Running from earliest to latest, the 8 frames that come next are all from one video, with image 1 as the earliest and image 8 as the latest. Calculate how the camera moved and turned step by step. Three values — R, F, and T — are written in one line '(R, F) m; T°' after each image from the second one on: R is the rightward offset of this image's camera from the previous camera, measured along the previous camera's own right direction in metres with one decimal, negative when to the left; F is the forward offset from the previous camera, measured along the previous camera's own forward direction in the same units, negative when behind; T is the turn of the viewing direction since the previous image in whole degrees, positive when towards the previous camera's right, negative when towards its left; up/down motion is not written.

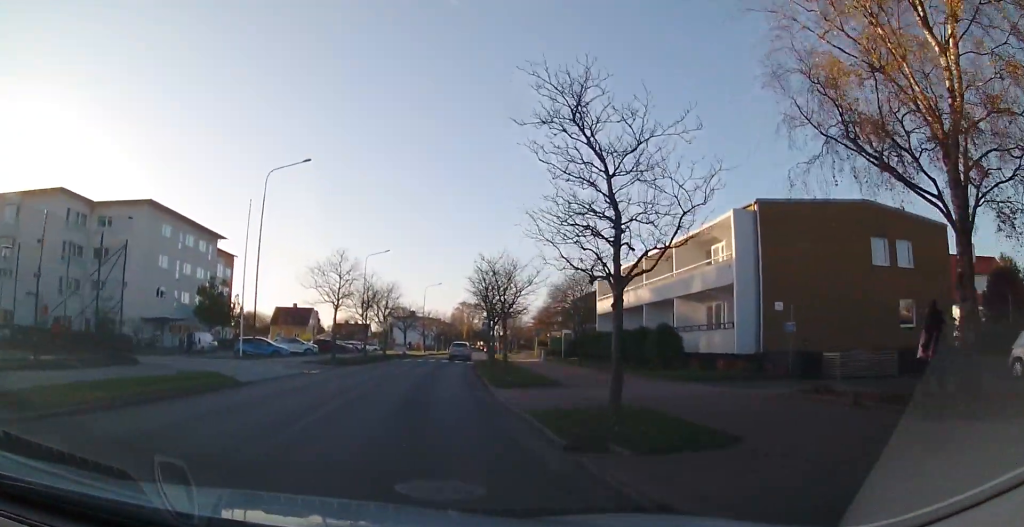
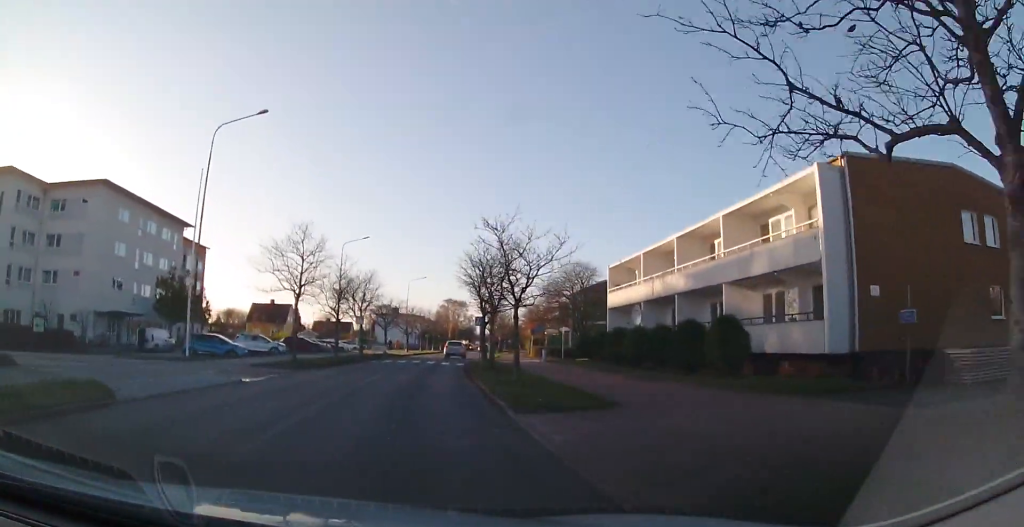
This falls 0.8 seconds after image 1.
(+0.7, +6.8) m; +11°
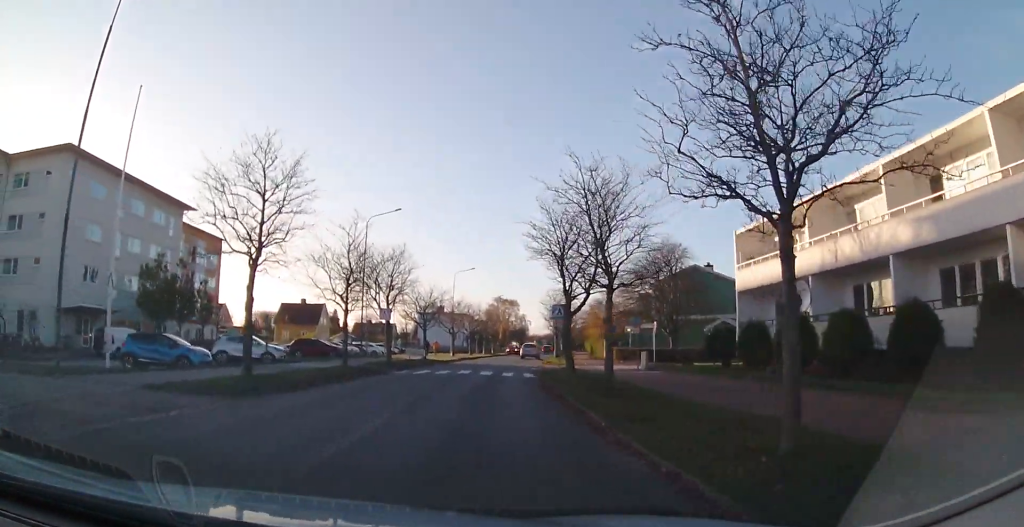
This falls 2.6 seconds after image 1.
(+1.1, +15.4) m; -7°
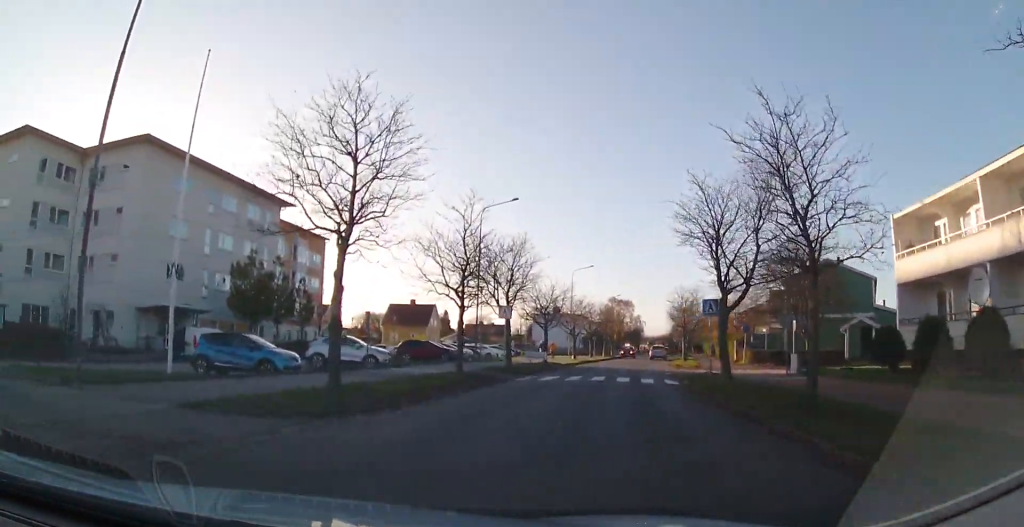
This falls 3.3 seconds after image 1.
(-0.6, +6.0) m; -10°
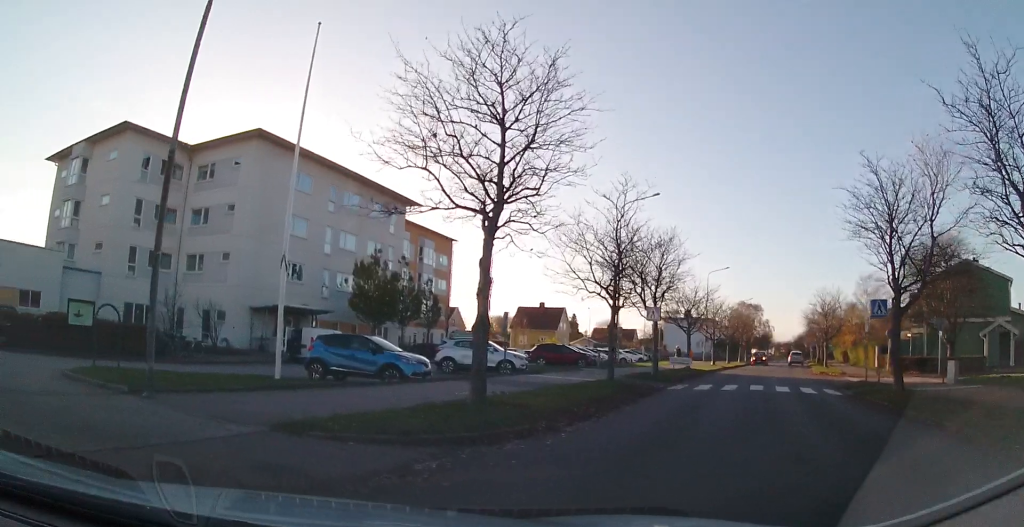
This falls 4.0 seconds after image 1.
(-0.4, +4.3) m; -9°
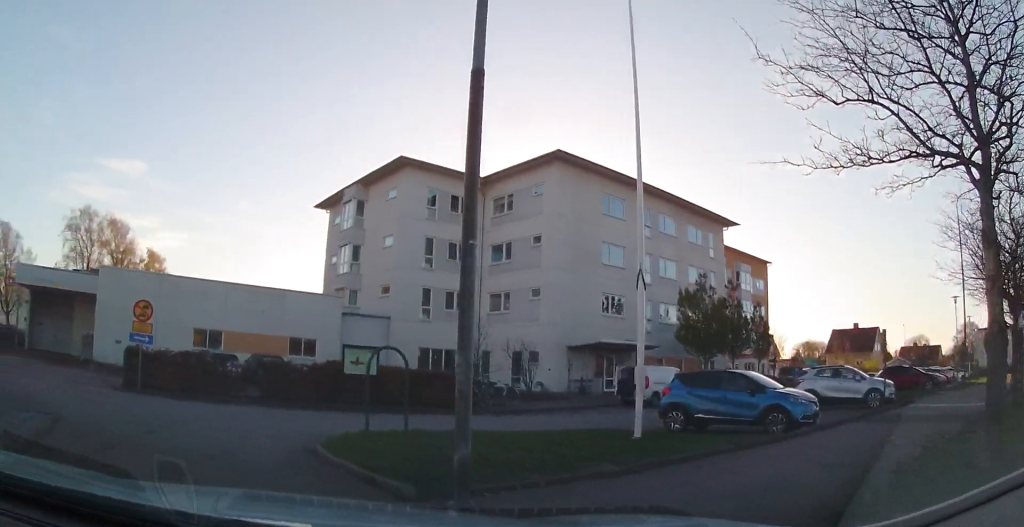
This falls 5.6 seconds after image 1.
(-2.1, +9.2) m; -32°
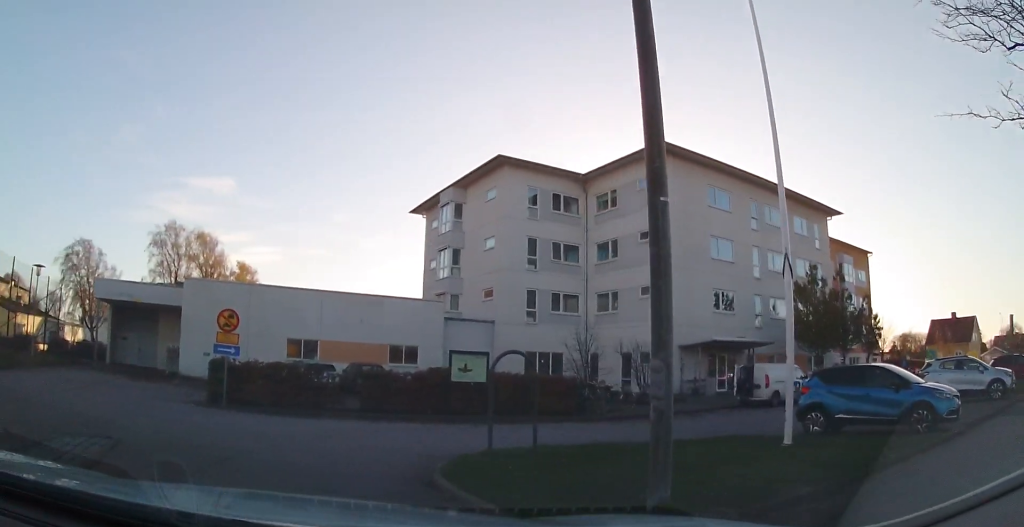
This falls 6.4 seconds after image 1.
(-0.6, +3.0) m; -14°
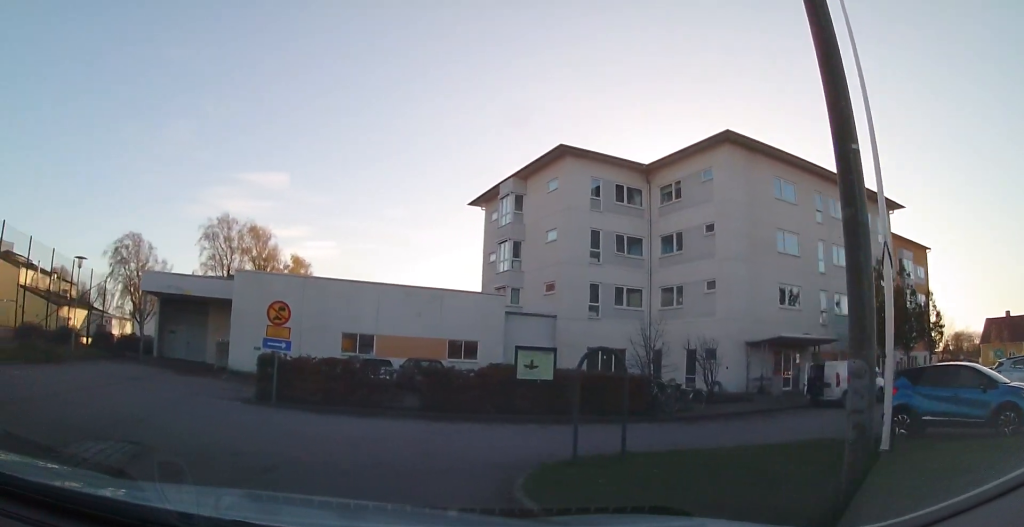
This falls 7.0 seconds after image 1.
(-0.2, +2.1) m; -8°
